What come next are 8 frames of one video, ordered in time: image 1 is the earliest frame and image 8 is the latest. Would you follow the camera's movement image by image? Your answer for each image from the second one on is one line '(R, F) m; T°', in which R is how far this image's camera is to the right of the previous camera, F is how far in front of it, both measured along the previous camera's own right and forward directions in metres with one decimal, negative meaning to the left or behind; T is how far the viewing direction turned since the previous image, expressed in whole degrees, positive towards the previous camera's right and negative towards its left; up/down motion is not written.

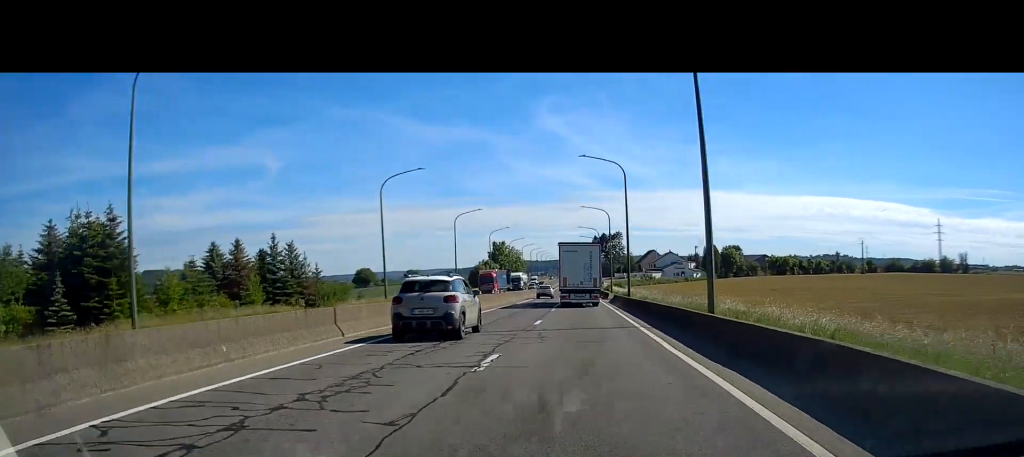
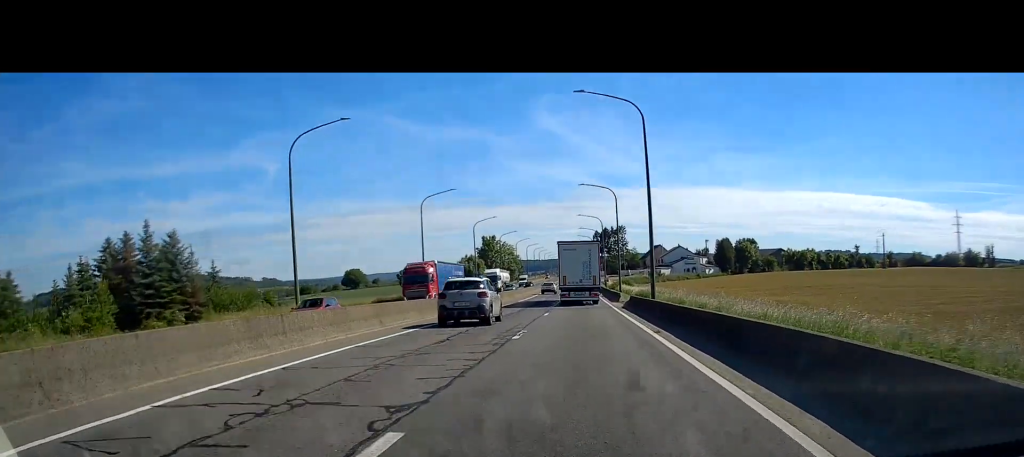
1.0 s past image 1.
(0.0, +19.4) m; 0°
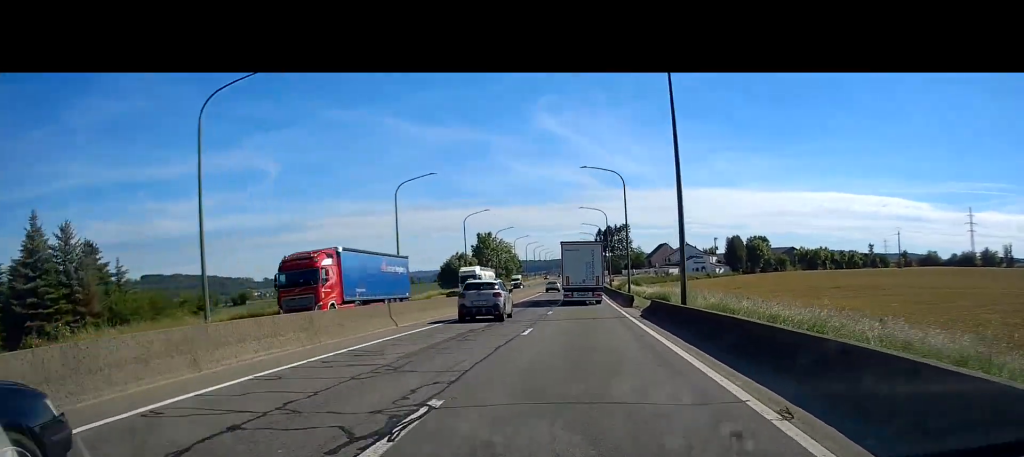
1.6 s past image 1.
(0.0, +11.1) m; 0°
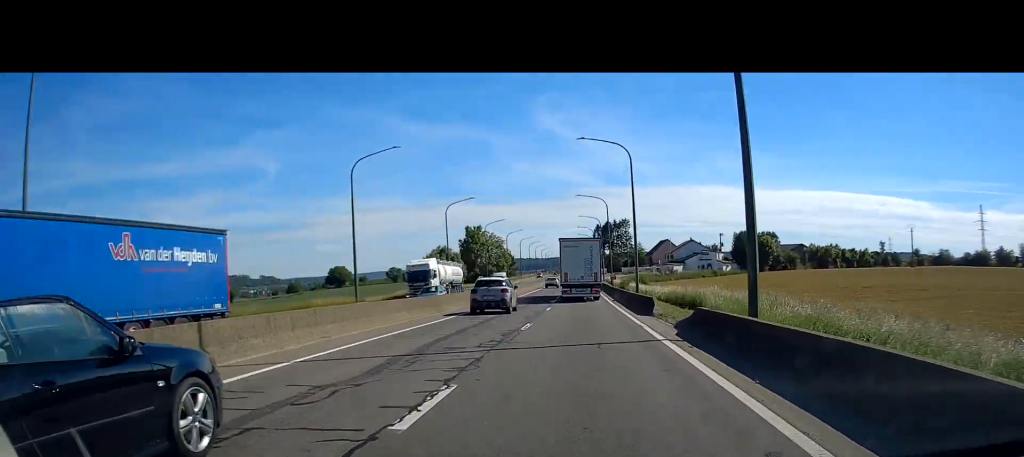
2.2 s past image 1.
(0.0, +11.8) m; 0°
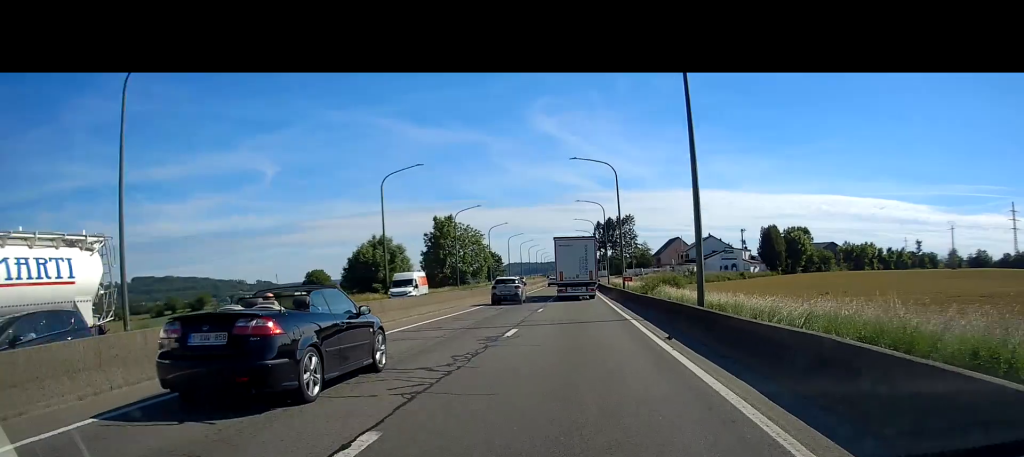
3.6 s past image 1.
(0.0, +28.4) m; 0°
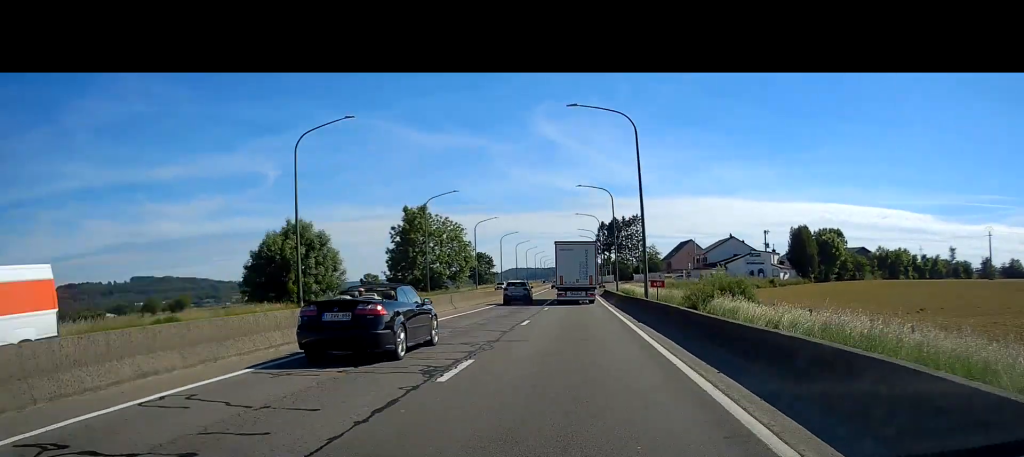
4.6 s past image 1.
(-0.2, +19.8) m; -1°
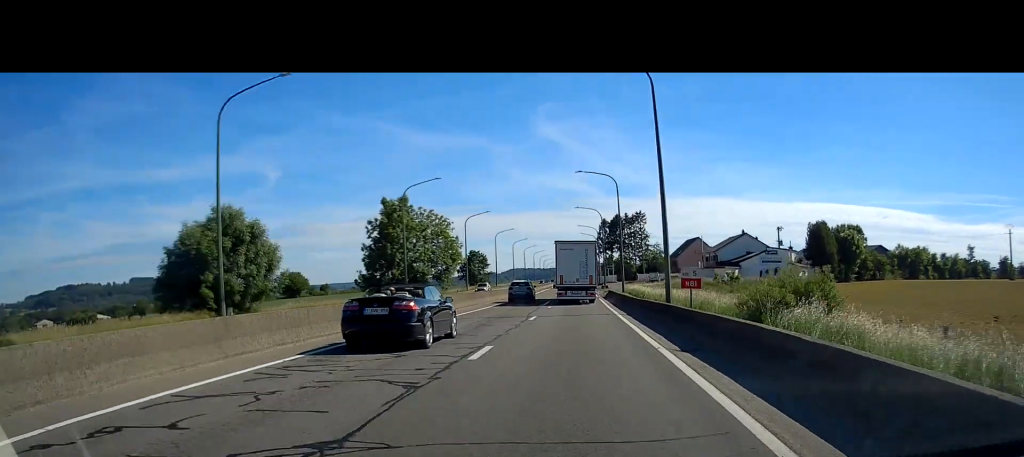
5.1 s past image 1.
(0.0, +9.9) m; 0°
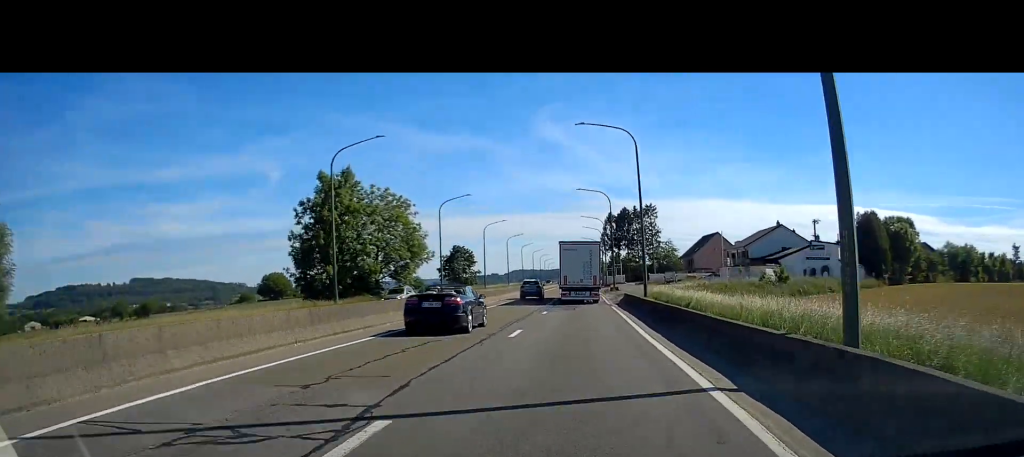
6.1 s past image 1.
(0.0, +20.5) m; 0°
